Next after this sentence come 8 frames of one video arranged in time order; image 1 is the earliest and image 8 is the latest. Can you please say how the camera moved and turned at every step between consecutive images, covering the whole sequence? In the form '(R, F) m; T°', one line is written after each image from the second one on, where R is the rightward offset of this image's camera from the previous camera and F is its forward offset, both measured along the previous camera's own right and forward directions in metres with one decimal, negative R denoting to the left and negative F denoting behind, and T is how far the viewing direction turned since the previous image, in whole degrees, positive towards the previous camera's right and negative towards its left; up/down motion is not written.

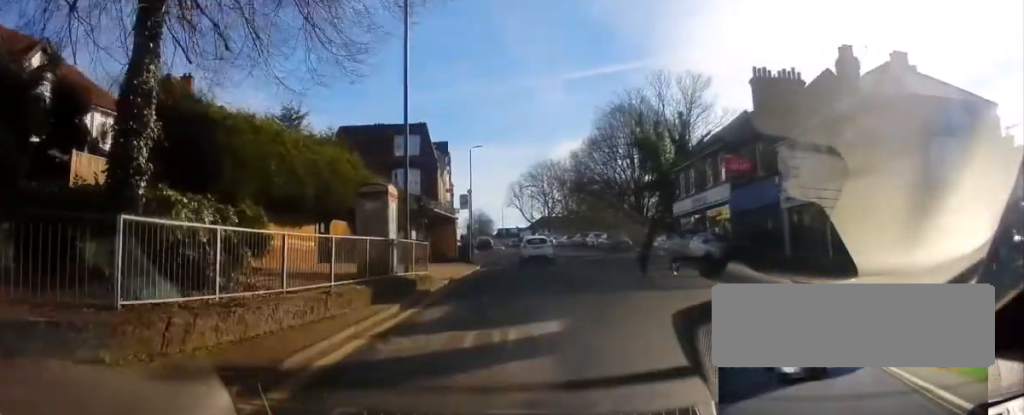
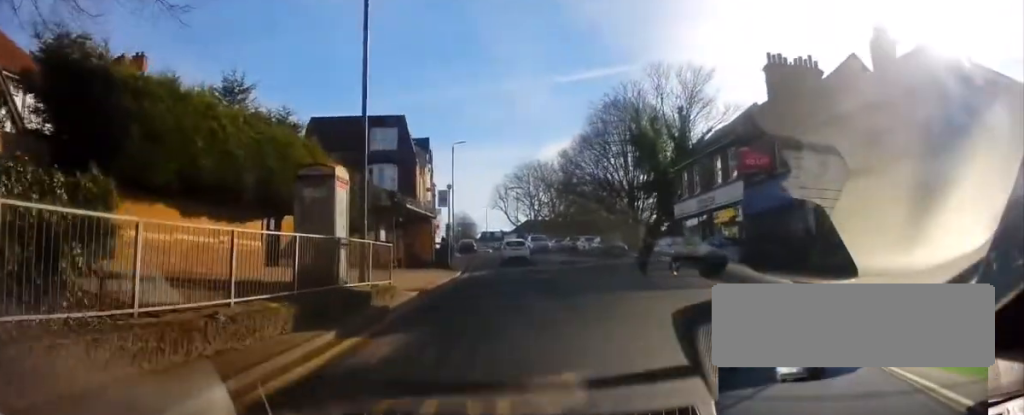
(-0.2, +3.7) m; 0°
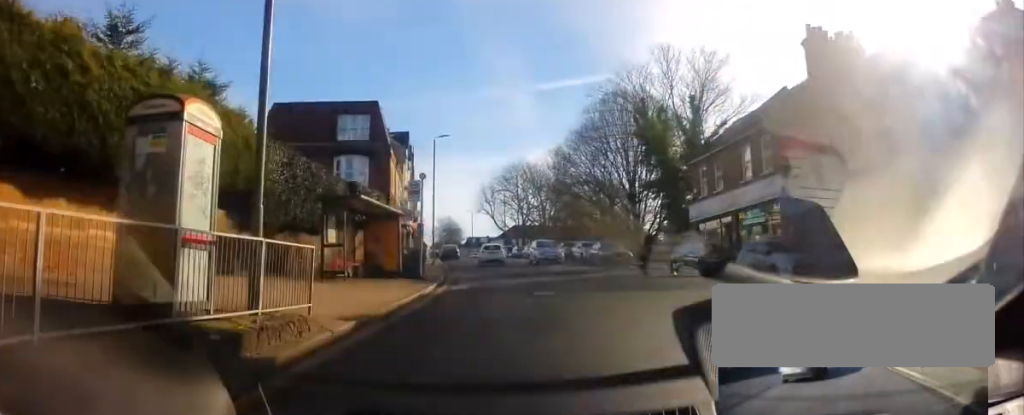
(+0.3, +5.7) m; +1°
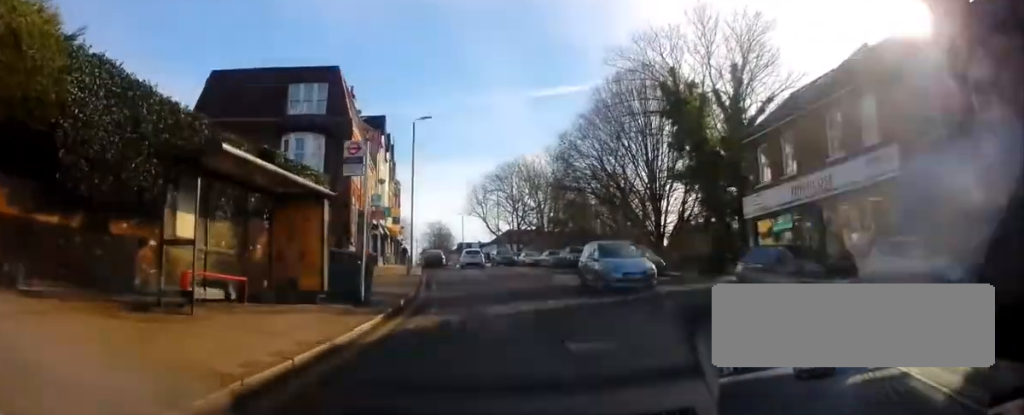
(-0.1, +8.6) m; +2°
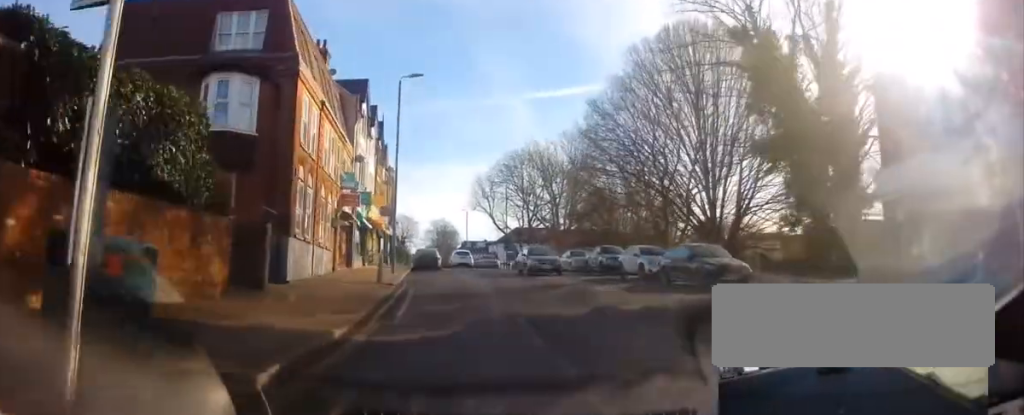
(+0.4, +9.5) m; +2°
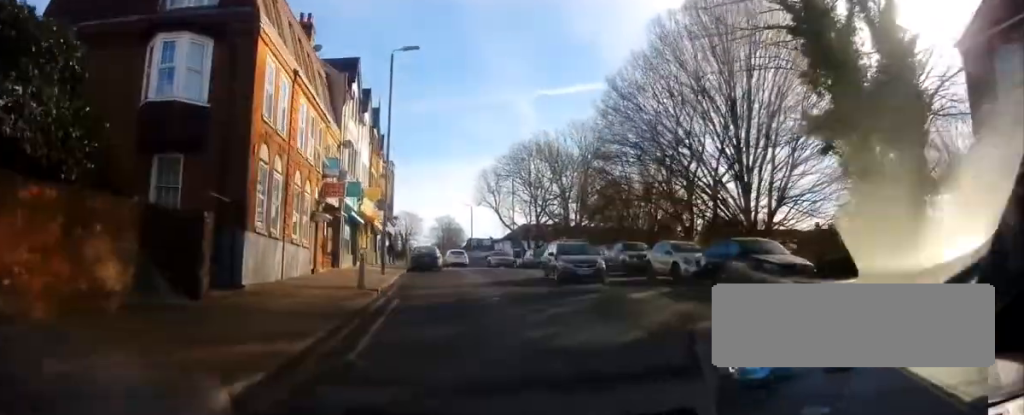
(0.0, +3.9) m; -1°
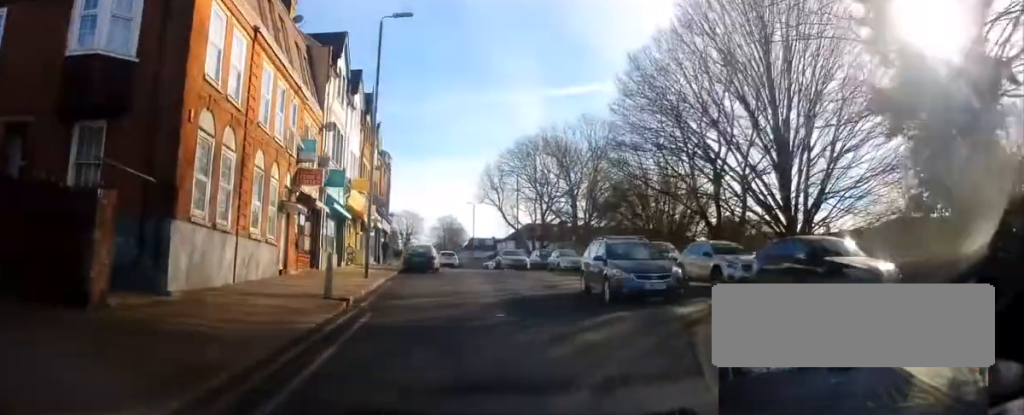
(-0.1, +4.3) m; 0°
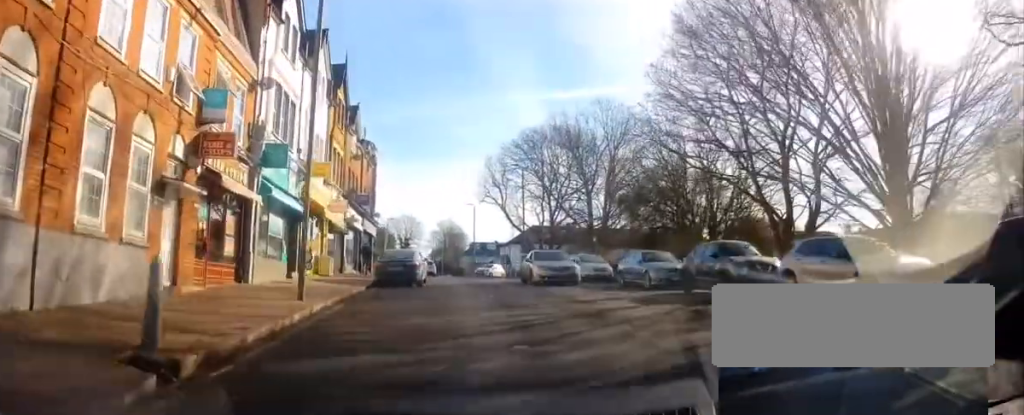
(0.0, +8.1) m; 0°
